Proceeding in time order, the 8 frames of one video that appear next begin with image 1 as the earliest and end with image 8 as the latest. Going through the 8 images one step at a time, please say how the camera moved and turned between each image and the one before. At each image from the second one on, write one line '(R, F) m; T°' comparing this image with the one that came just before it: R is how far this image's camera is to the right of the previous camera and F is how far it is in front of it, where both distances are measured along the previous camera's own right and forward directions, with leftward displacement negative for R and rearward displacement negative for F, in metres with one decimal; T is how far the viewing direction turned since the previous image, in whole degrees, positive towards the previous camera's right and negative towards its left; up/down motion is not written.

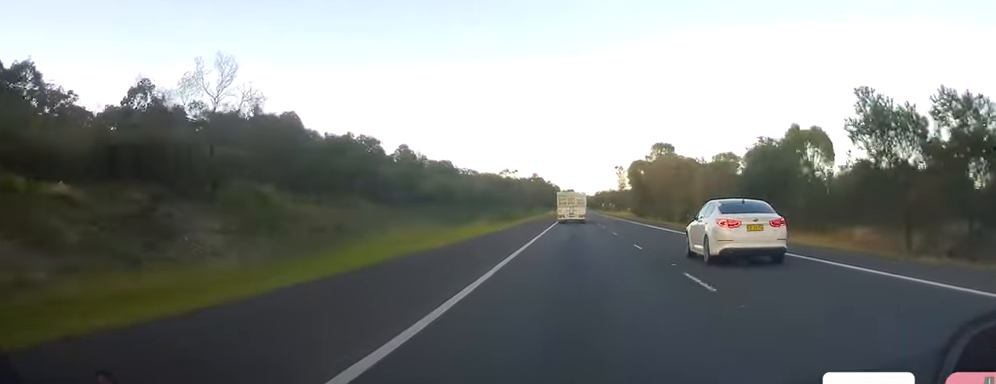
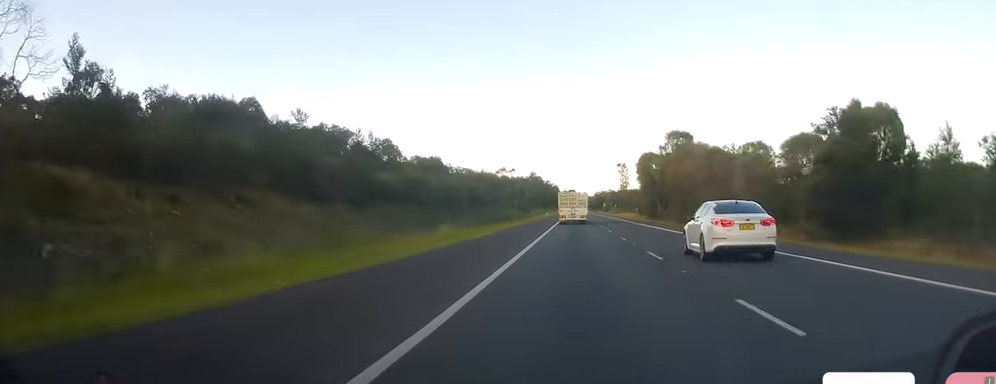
(-0.4, +16.2) m; -1°
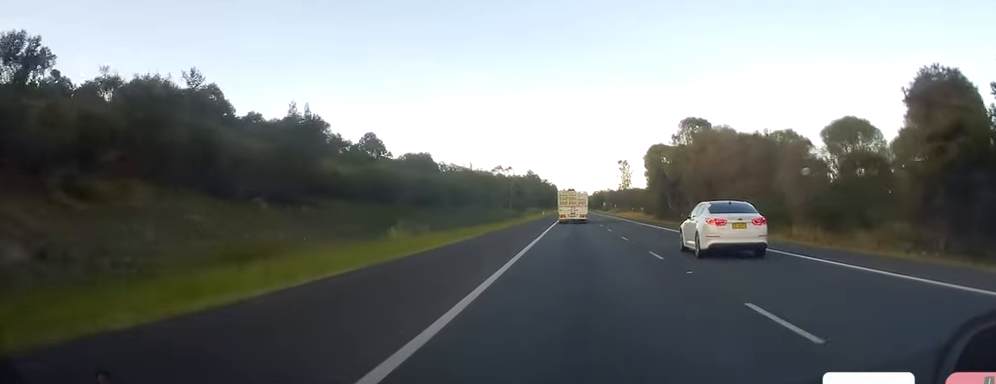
(-0.1, +12.4) m; 0°
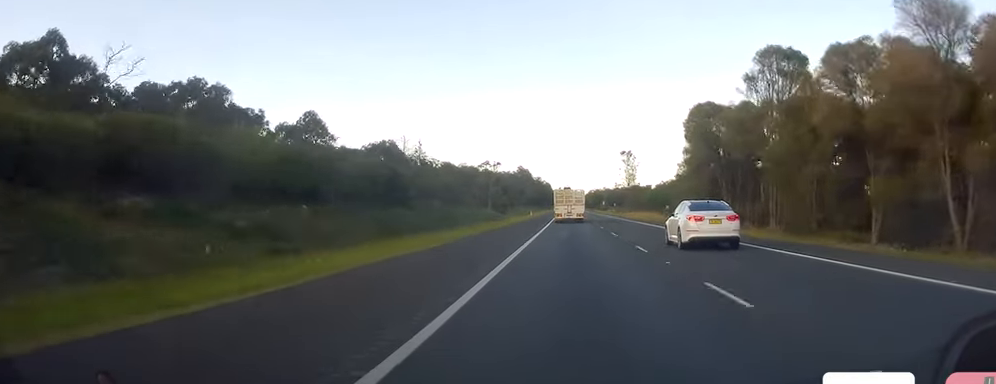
(+0.3, +33.3) m; +1°
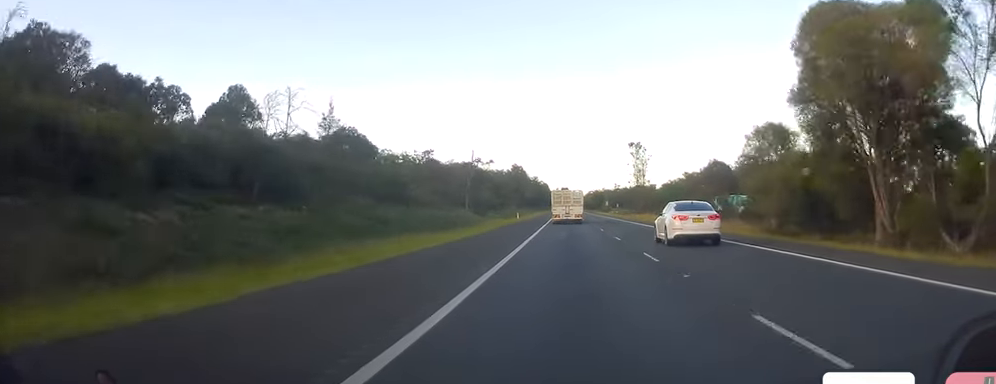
(0.0, +27.5) m; 0°
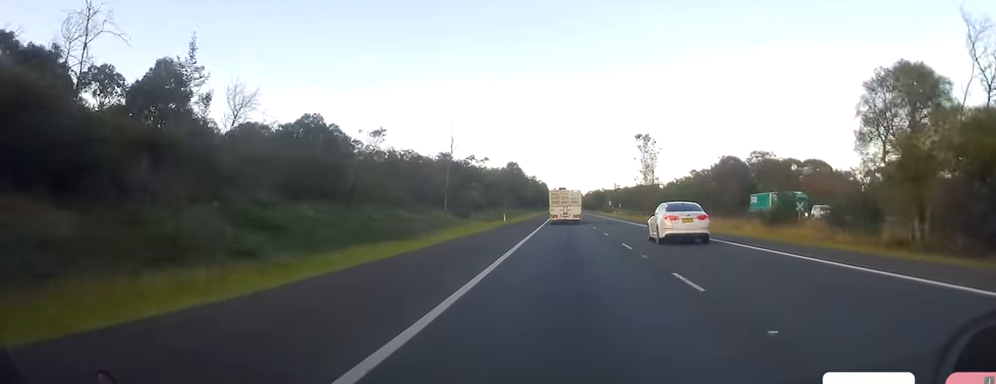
(-0.3, +18.0) m; 0°
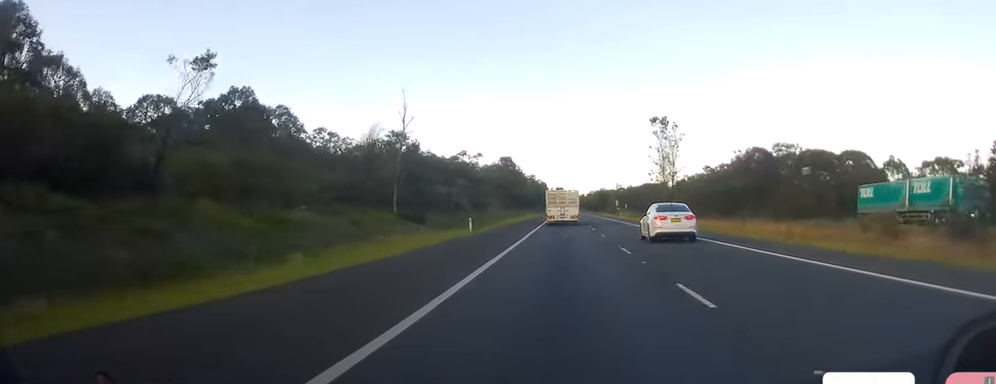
(+0.4, +25.5) m; +1°
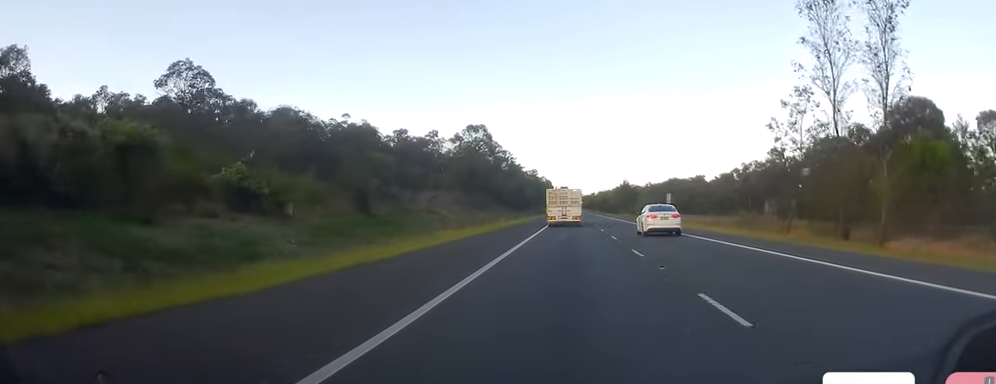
(-0.3, +73.3) m; -1°
